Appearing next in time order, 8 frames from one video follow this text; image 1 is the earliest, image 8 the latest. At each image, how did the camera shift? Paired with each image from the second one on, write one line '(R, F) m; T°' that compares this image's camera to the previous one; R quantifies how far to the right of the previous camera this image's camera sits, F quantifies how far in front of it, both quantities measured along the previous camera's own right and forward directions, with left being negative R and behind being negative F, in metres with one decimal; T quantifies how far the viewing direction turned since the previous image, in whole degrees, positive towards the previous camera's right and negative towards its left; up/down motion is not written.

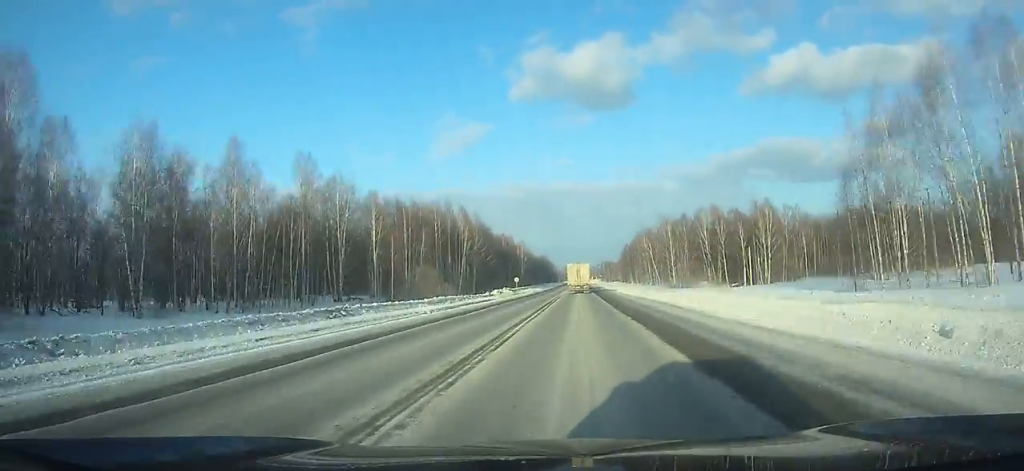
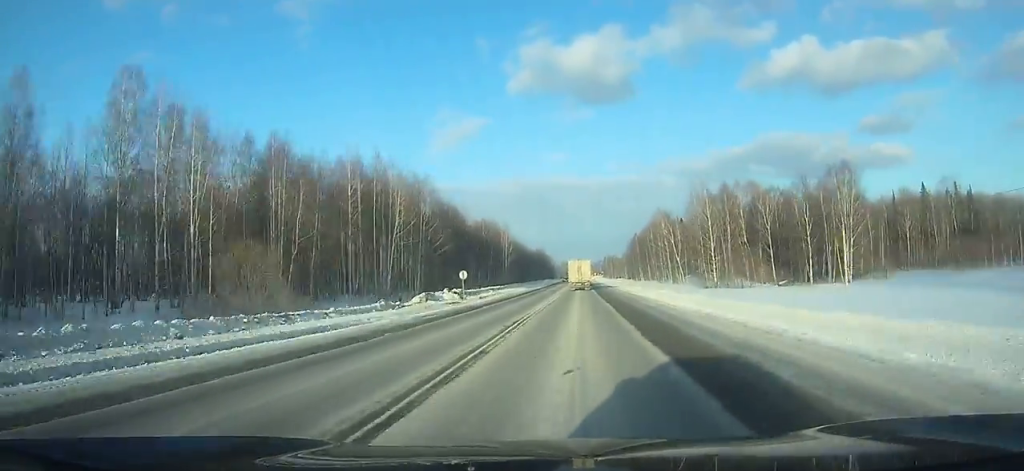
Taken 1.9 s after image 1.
(+0.1, +43.3) m; 0°
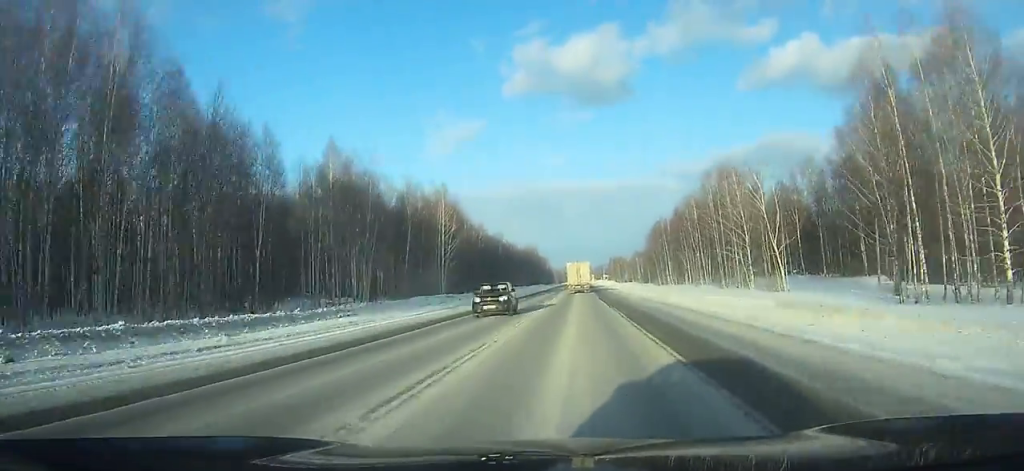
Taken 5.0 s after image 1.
(-0.2, +70.7) m; 0°
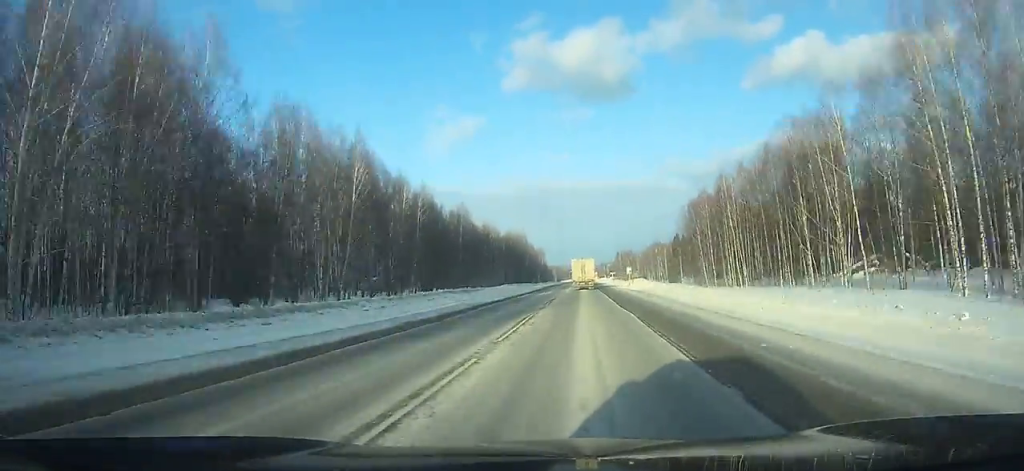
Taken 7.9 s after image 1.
(+0.3, +65.8) m; 0°
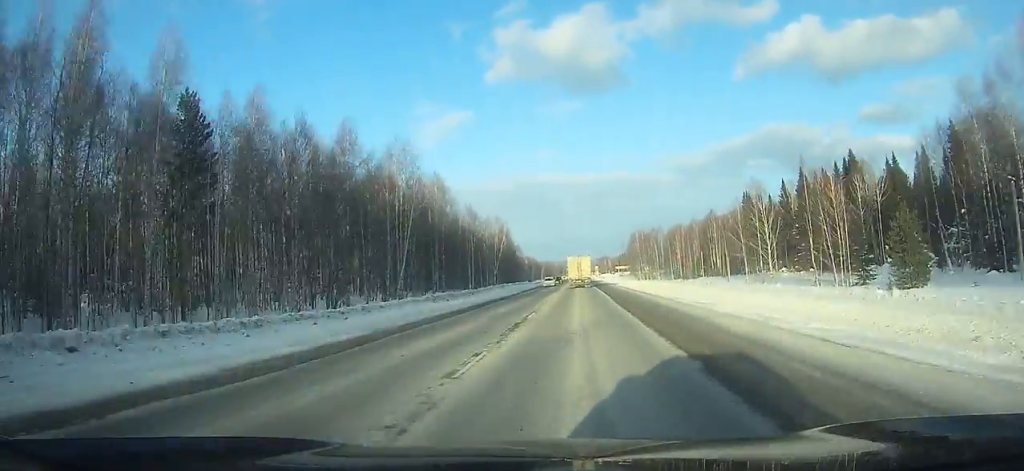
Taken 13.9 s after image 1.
(-0.1, +136.1) m; -1°
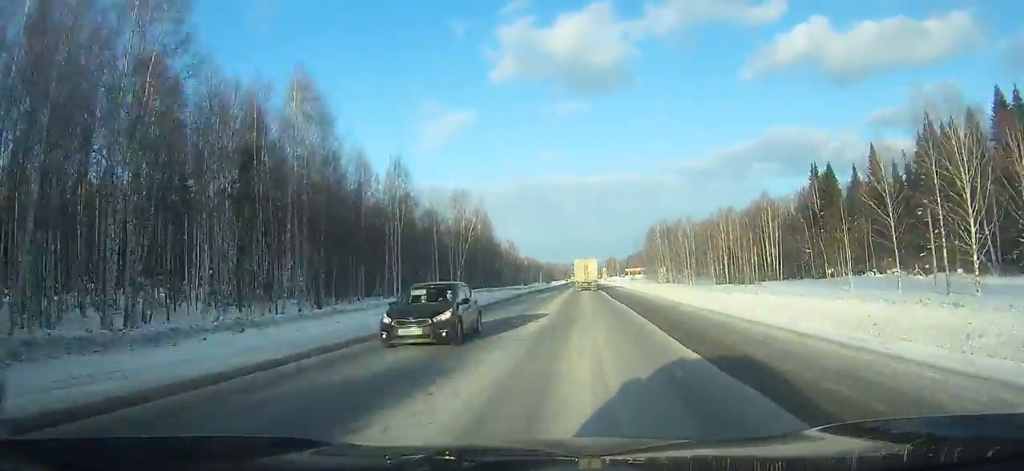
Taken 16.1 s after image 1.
(-0.3, +50.3) m; 0°
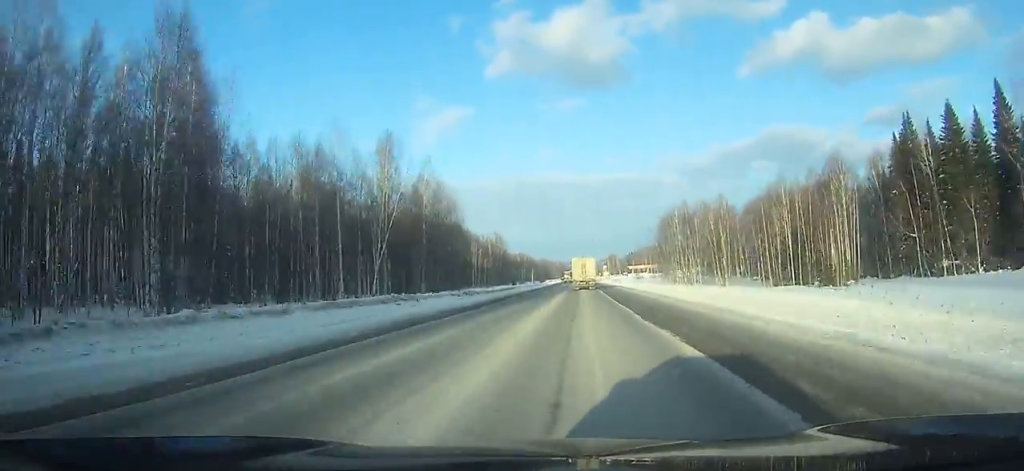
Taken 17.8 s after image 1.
(0.0, +39.4) m; 0°
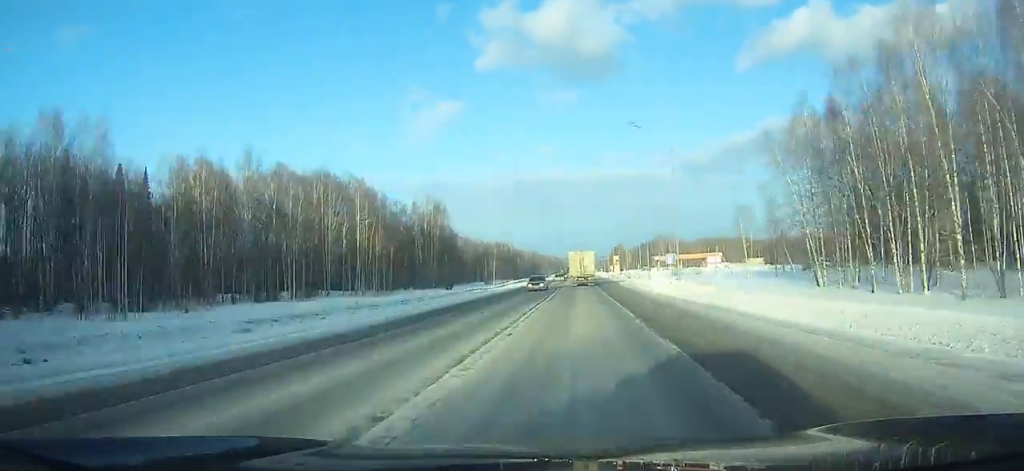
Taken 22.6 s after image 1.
(+0.2, +111.7) m; 0°
